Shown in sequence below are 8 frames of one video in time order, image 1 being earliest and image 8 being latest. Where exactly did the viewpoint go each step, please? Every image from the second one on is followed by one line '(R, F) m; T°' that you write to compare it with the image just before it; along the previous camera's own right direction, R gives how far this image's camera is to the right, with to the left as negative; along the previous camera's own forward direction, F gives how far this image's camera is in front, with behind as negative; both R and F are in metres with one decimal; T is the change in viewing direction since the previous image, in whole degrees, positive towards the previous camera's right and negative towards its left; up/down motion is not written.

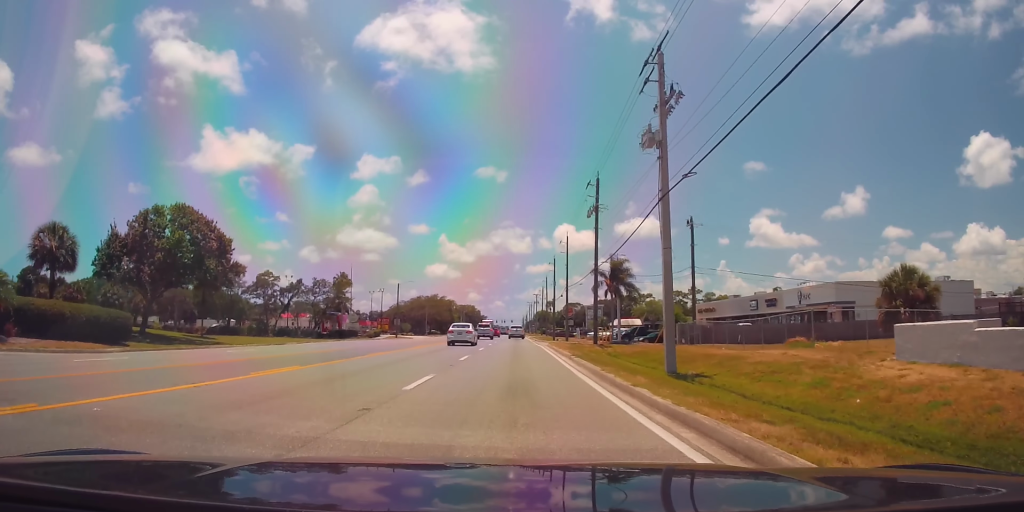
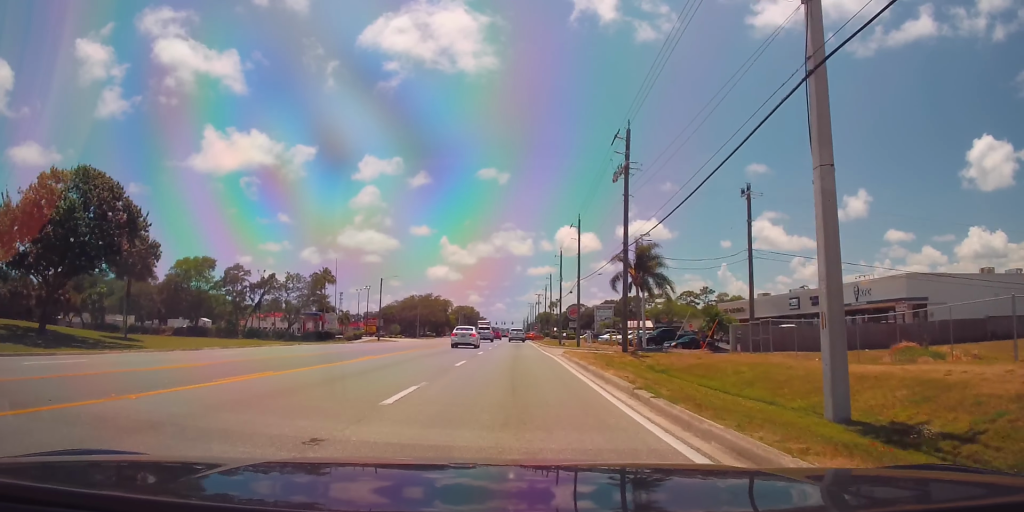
(0.0, +13.5) m; 0°
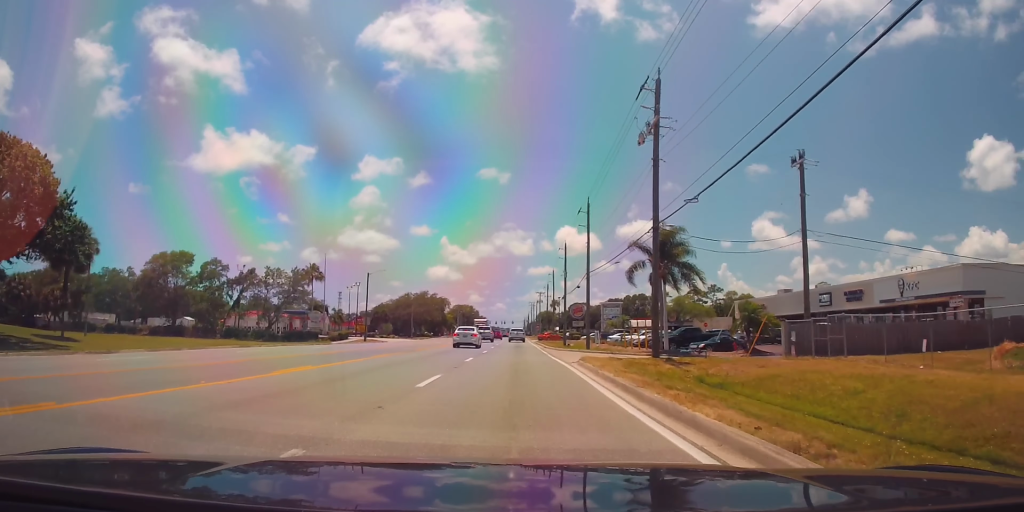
(0.0, +8.1) m; 0°
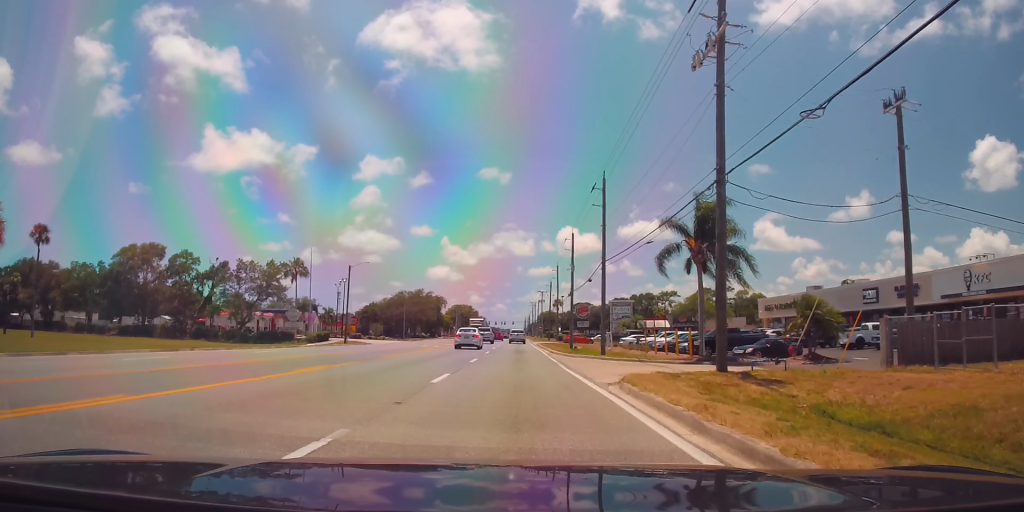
(0.0, +9.5) m; 0°
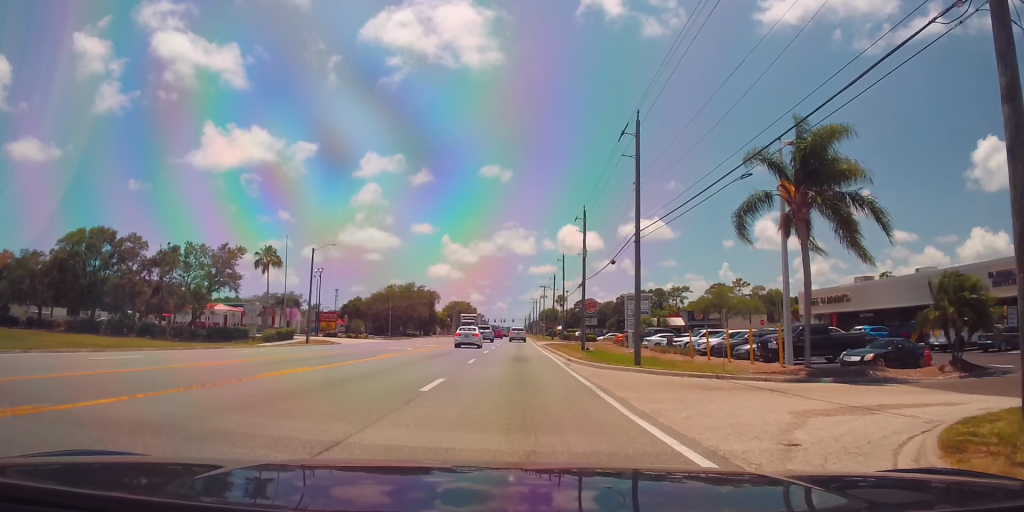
(0.0, +13.1) m; -2°
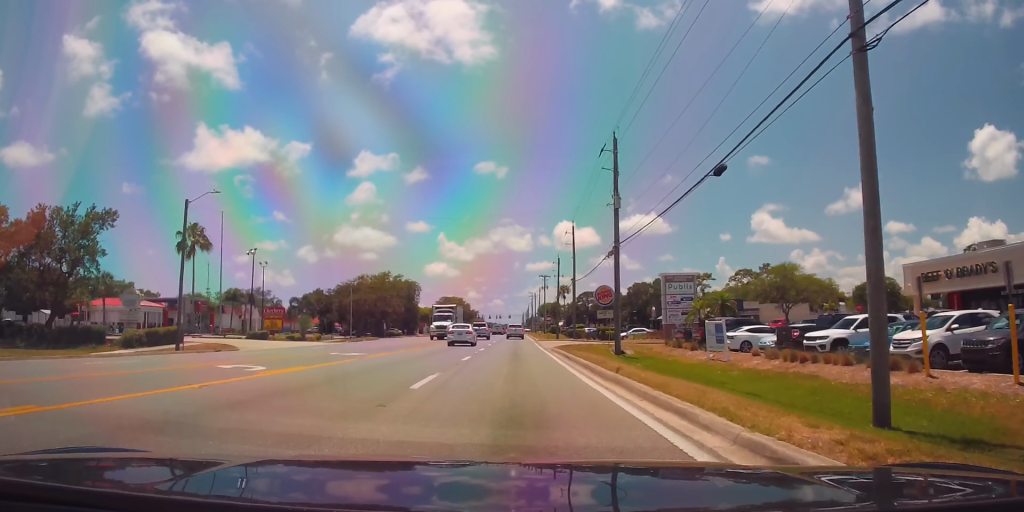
(-0.3, +22.9) m; +1°
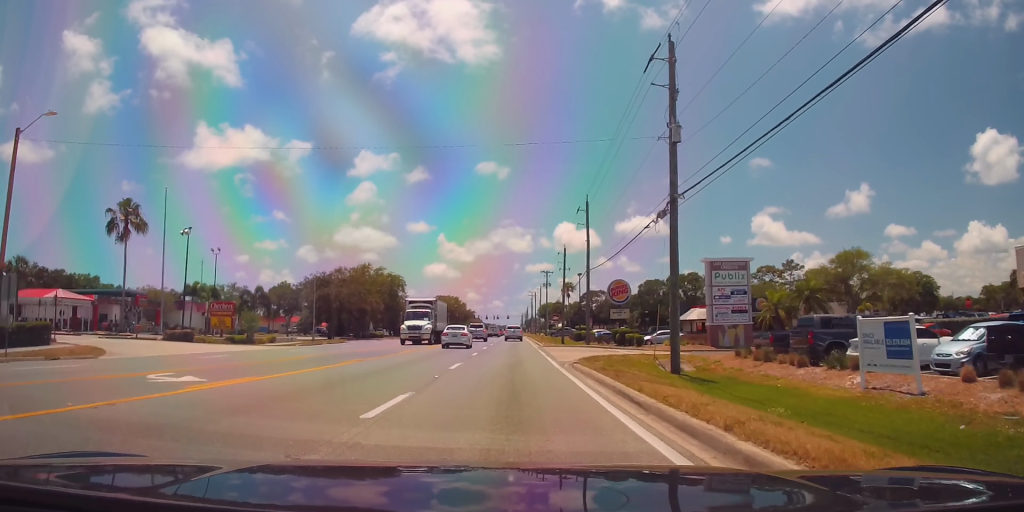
(+0.3, +14.7) m; +1°
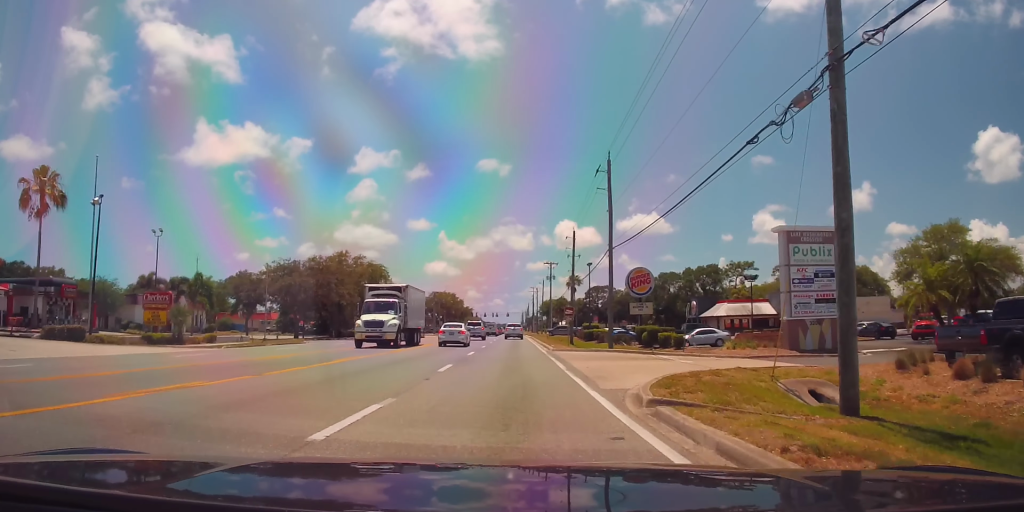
(0.0, +13.4) m; 0°
